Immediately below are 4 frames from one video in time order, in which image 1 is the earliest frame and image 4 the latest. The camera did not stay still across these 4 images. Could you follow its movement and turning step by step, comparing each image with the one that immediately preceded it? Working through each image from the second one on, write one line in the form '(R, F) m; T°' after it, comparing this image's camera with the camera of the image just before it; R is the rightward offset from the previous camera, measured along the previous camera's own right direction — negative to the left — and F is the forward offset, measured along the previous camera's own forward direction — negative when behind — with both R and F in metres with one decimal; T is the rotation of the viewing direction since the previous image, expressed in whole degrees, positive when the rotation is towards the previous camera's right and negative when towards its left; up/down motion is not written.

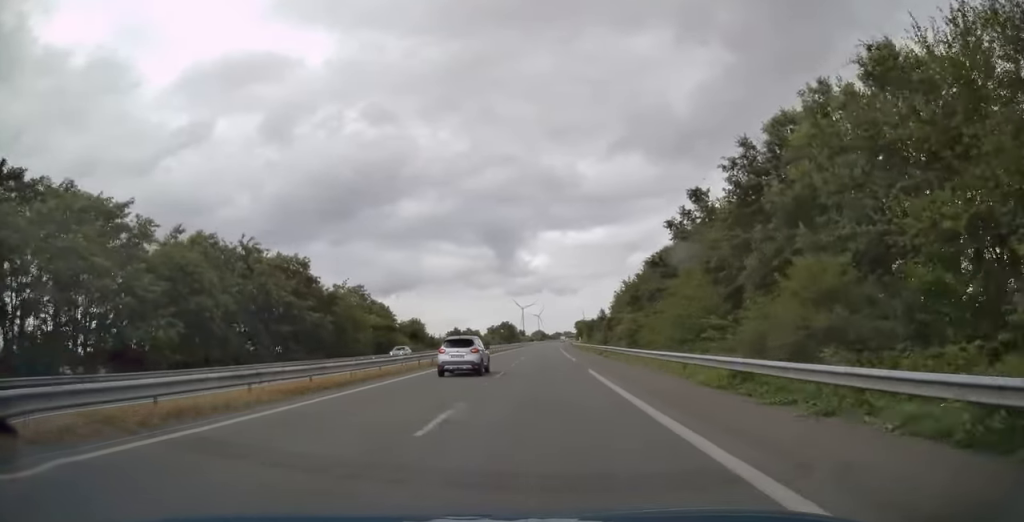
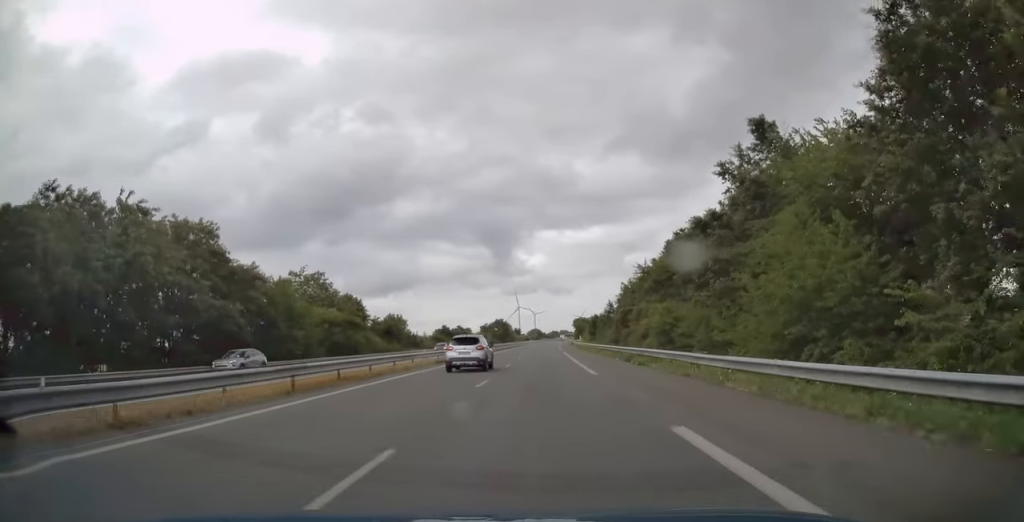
(+0.2, +17.1) m; 0°
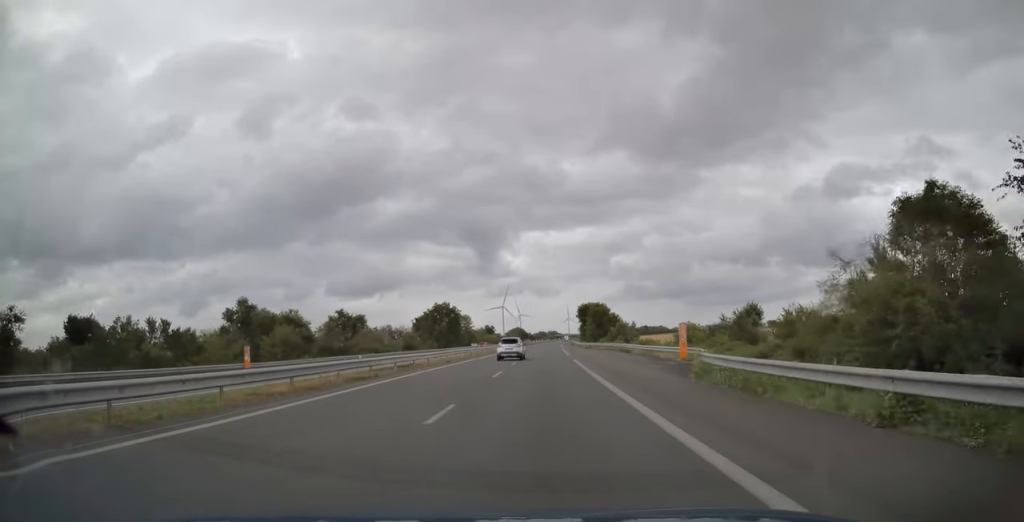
(+1.3, +123.6) m; +2°
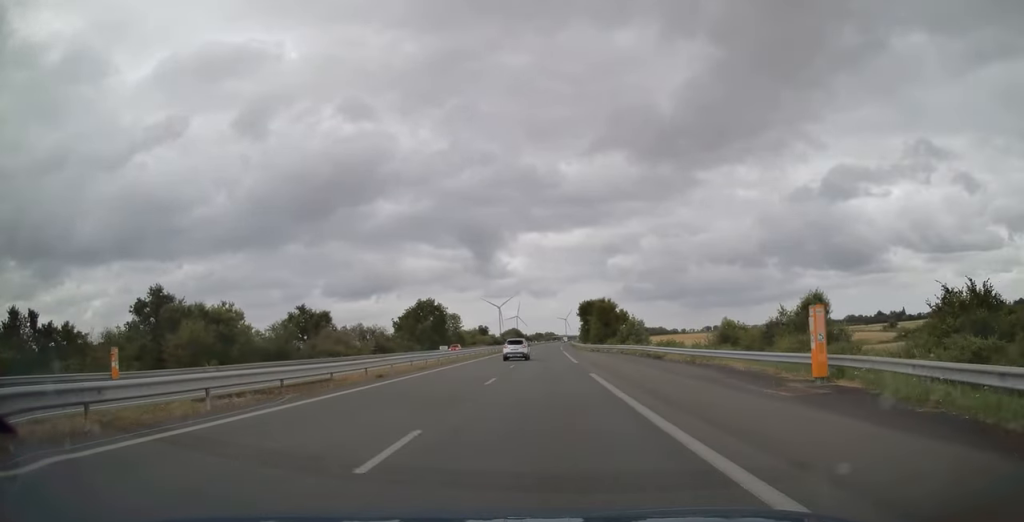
(0.0, +16.6) m; 0°
